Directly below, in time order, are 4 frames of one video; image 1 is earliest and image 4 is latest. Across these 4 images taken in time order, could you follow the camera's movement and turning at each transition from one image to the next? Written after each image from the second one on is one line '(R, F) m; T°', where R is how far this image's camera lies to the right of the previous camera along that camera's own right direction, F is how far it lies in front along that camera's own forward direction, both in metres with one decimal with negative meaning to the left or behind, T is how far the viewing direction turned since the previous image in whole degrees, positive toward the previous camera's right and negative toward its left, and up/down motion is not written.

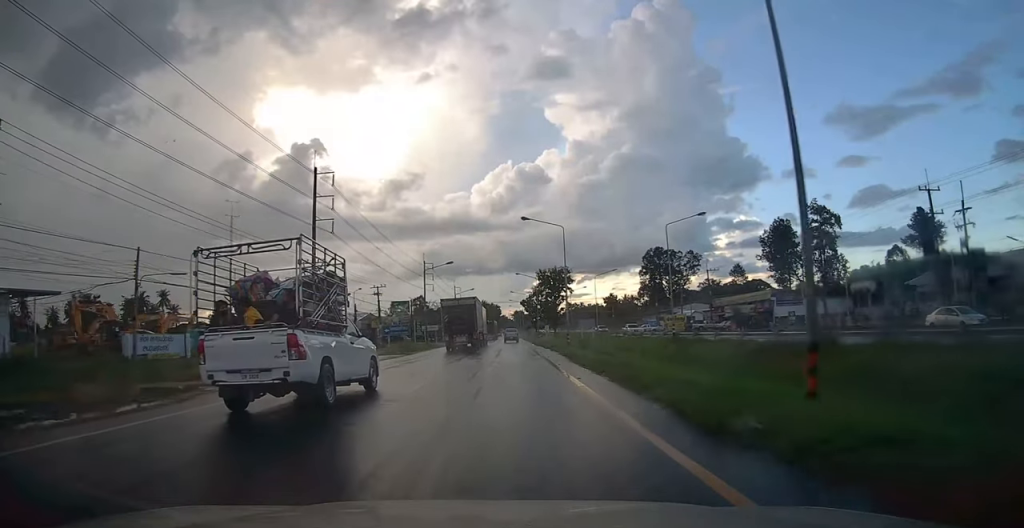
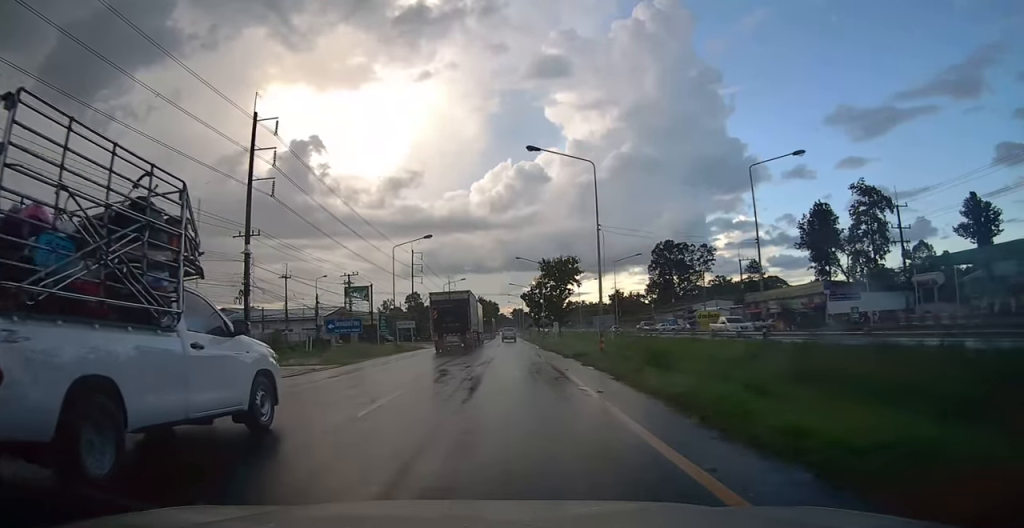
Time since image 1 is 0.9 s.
(+0.1, +15.3) m; 0°
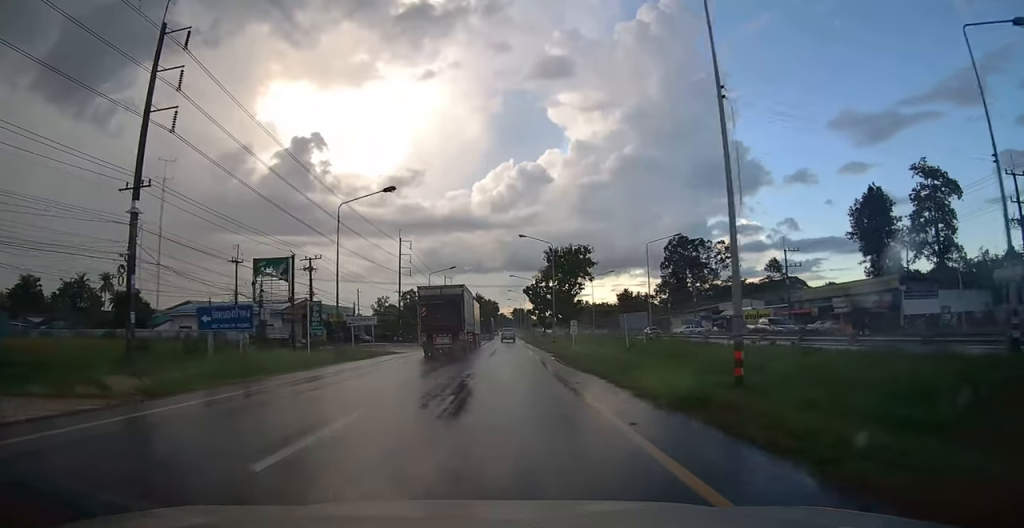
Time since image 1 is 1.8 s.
(+0.1, +14.8) m; 0°
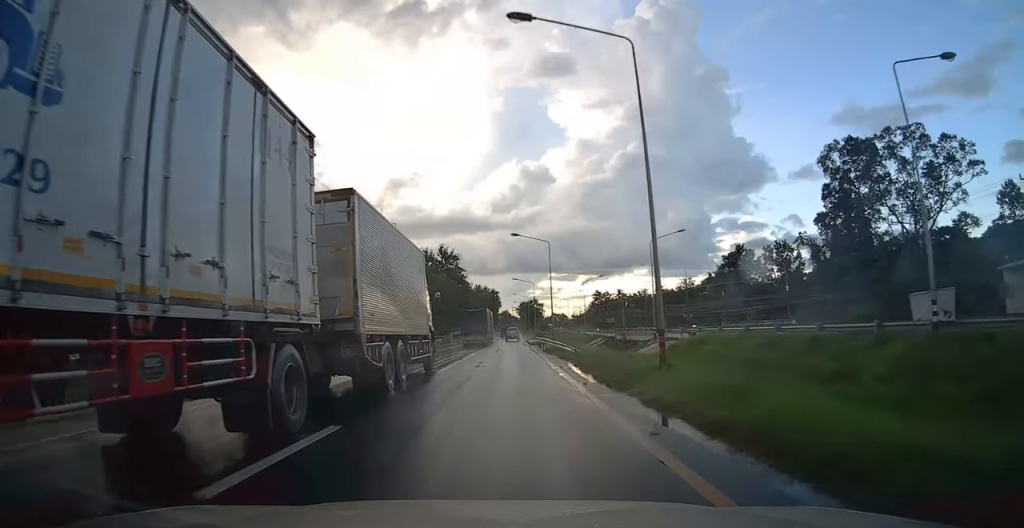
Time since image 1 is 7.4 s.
(-0.6, +96.6) m; 0°
